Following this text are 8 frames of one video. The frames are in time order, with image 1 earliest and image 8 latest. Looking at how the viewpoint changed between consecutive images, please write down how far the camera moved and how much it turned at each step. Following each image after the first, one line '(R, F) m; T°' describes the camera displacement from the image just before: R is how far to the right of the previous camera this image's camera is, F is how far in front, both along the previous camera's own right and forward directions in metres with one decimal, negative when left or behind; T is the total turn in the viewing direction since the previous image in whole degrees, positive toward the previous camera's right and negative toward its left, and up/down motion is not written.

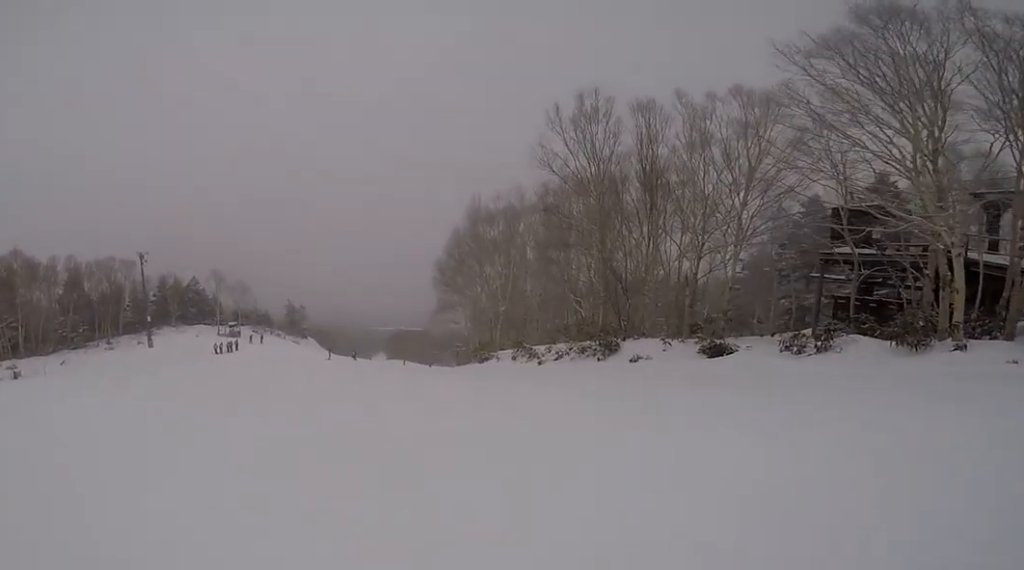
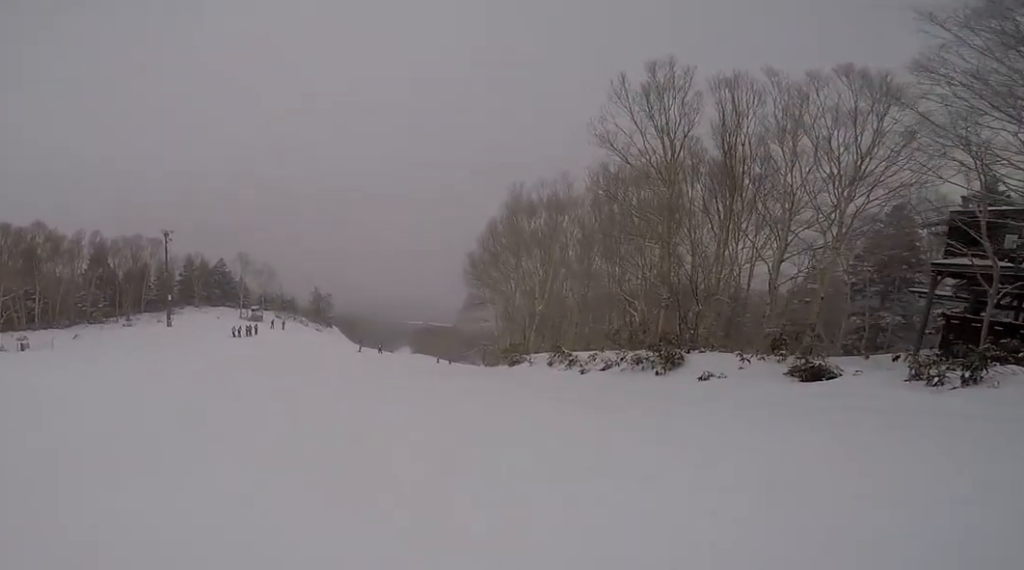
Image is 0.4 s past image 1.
(-0.3, +3.4) m; -4°
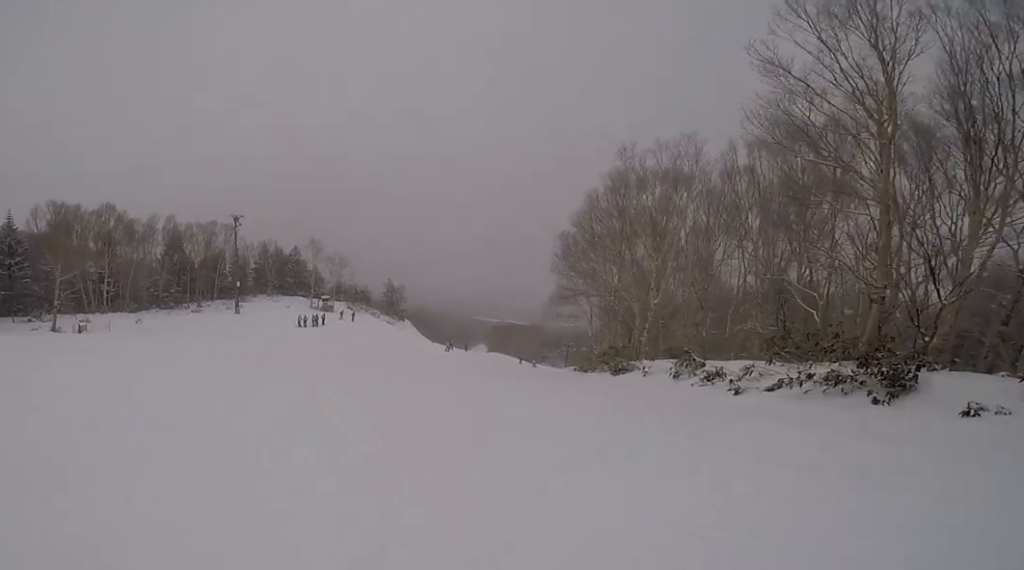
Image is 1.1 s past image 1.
(0.0, +5.5) m; +6°
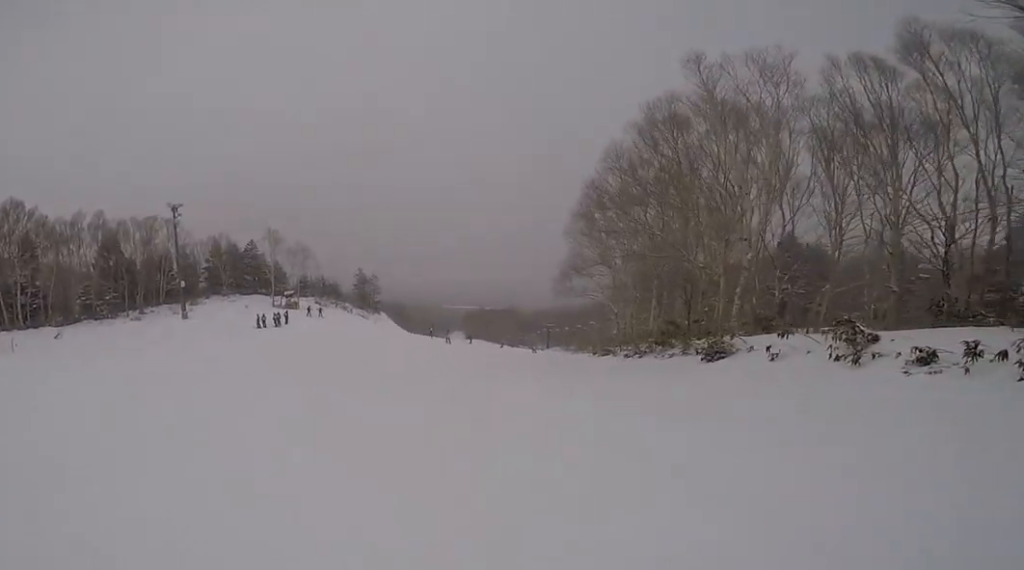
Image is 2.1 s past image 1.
(+0.9, +8.3) m; +26°
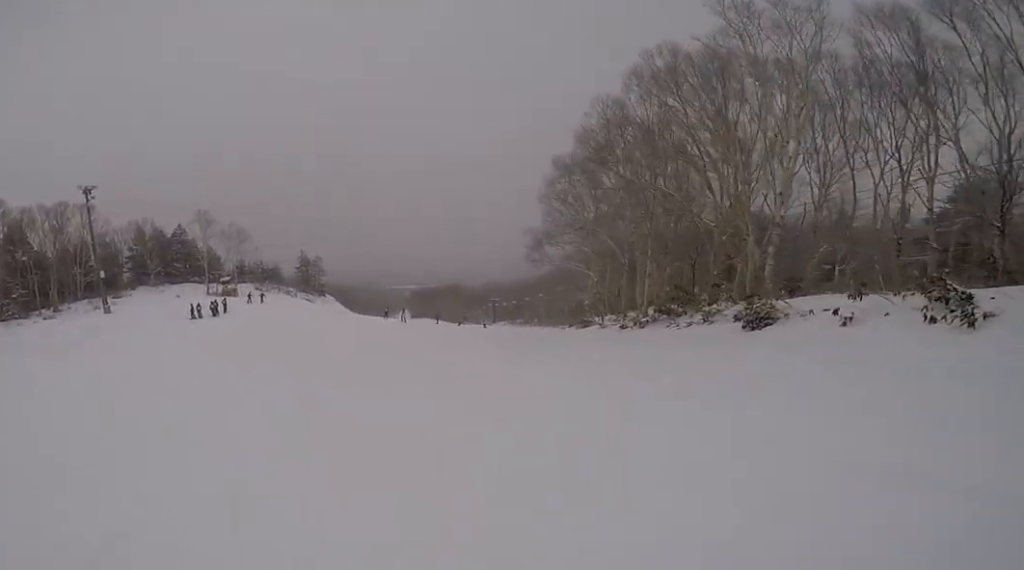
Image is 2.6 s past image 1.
(+0.8, +3.4) m; +10°
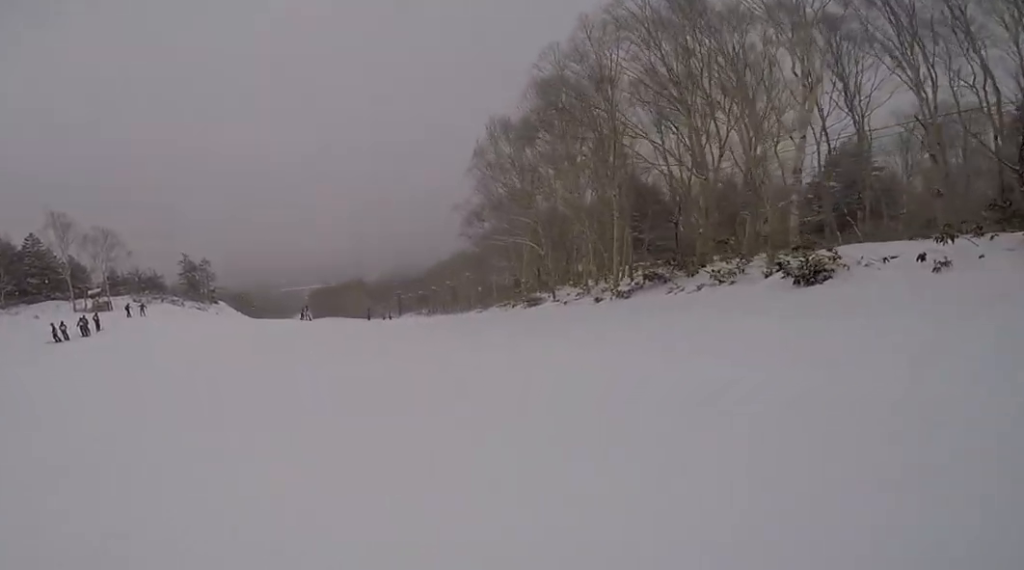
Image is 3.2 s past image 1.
(+1.4, +4.5) m; +11°
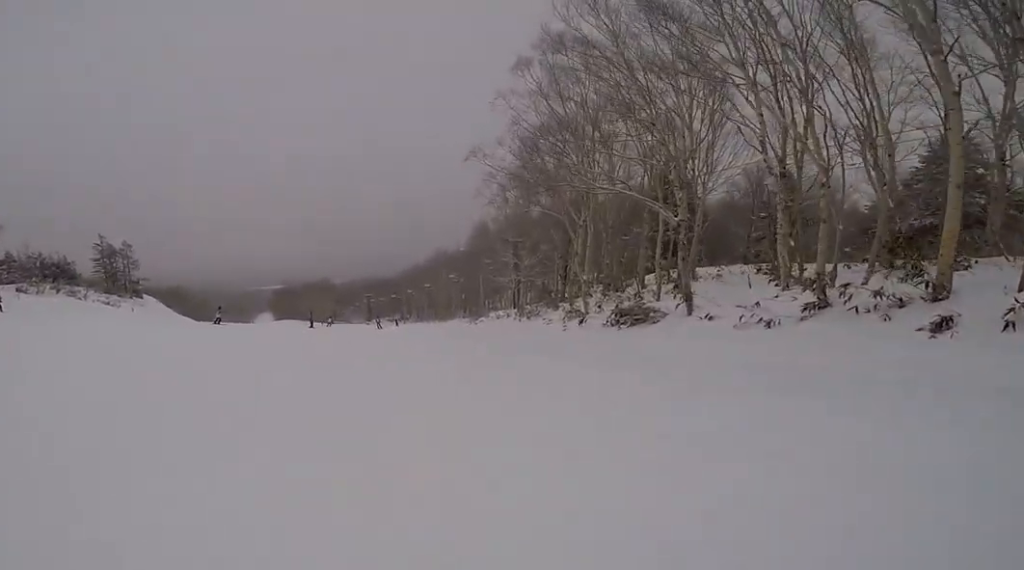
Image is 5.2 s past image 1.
(-4.2, +13.5) m; -32°
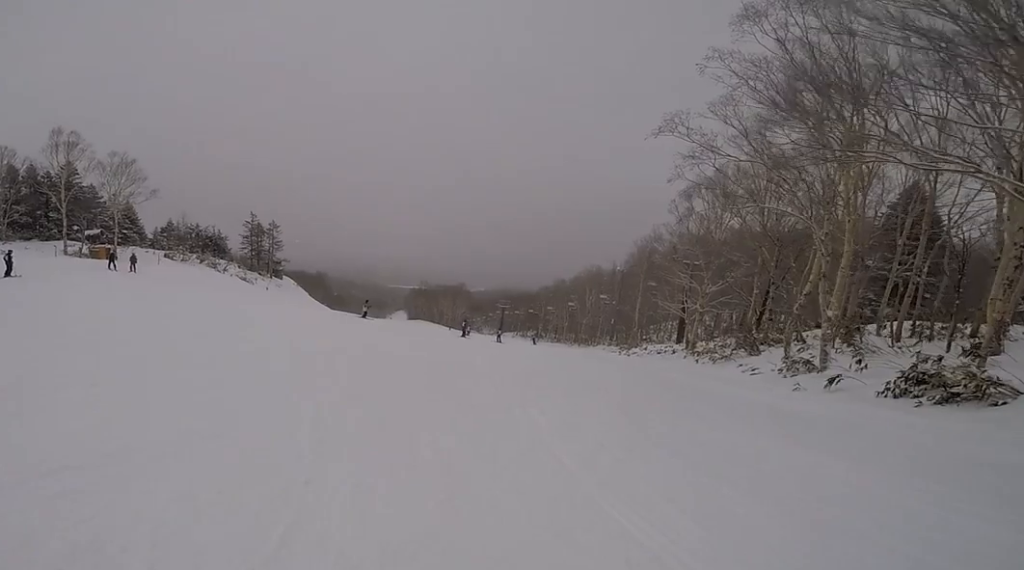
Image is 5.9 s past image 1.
(-0.1, +4.9) m; +5°
